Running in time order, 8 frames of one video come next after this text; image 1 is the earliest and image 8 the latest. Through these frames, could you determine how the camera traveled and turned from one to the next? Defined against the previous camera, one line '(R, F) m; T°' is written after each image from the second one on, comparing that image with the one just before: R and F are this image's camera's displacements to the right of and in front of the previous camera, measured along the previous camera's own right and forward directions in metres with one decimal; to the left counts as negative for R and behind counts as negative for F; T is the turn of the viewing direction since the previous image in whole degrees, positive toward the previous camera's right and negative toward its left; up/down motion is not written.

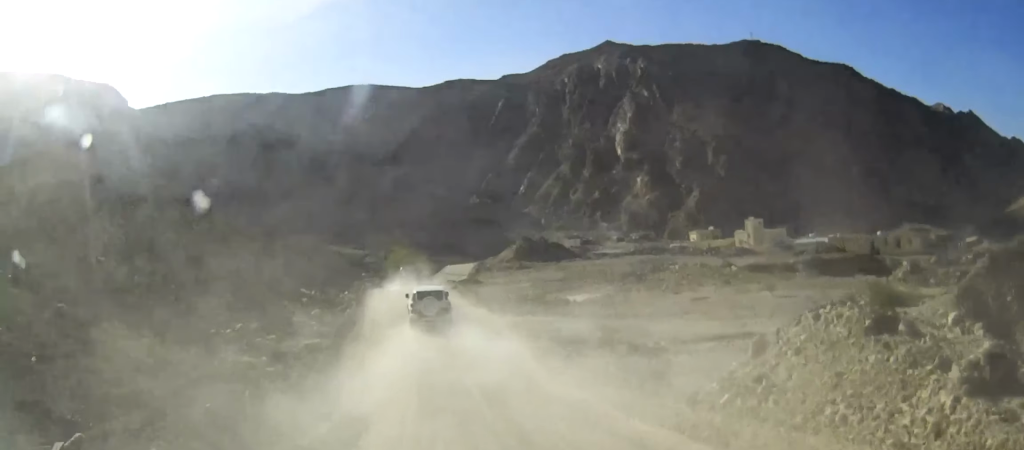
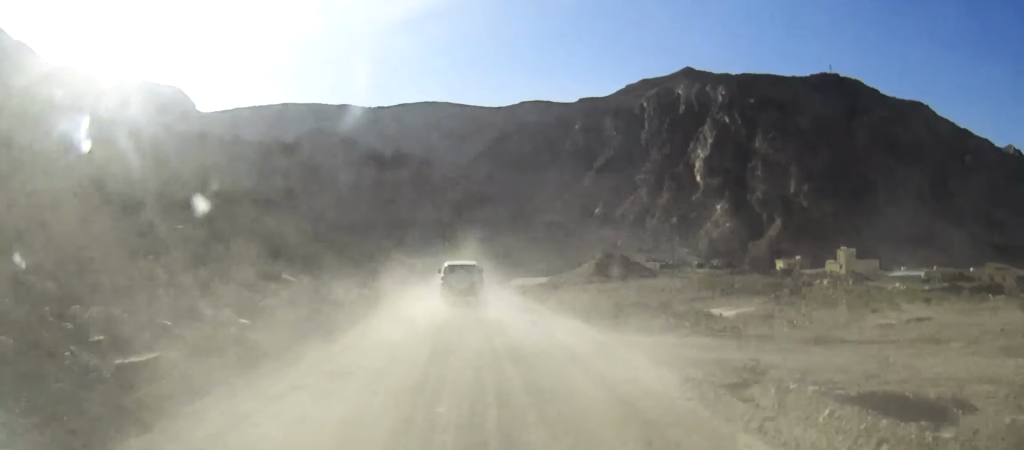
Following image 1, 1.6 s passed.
(-1.0, +16.4) m; -6°
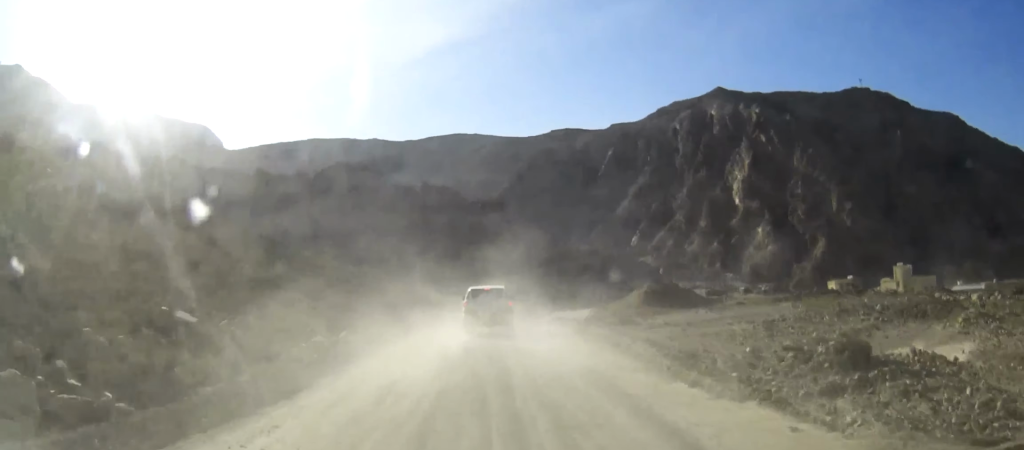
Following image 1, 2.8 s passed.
(-0.4, +11.7) m; -3°
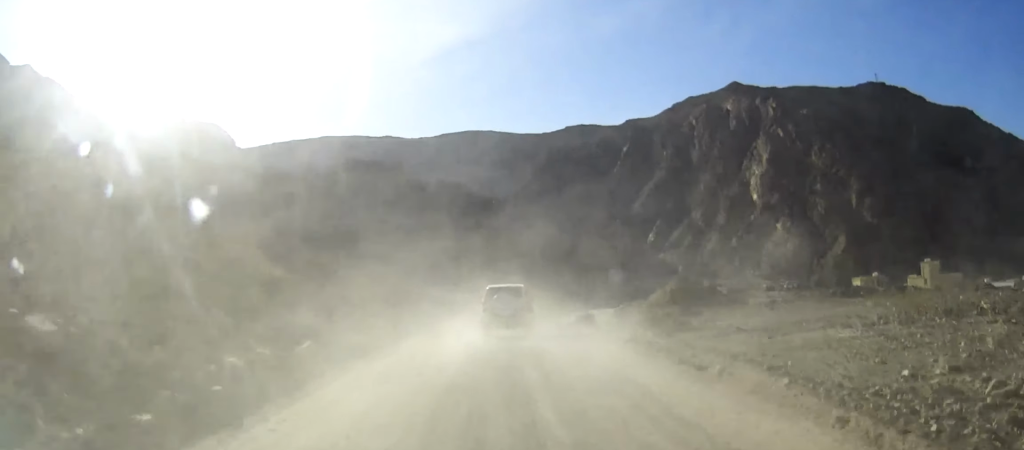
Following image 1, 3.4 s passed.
(-0.1, +6.0) m; -1°
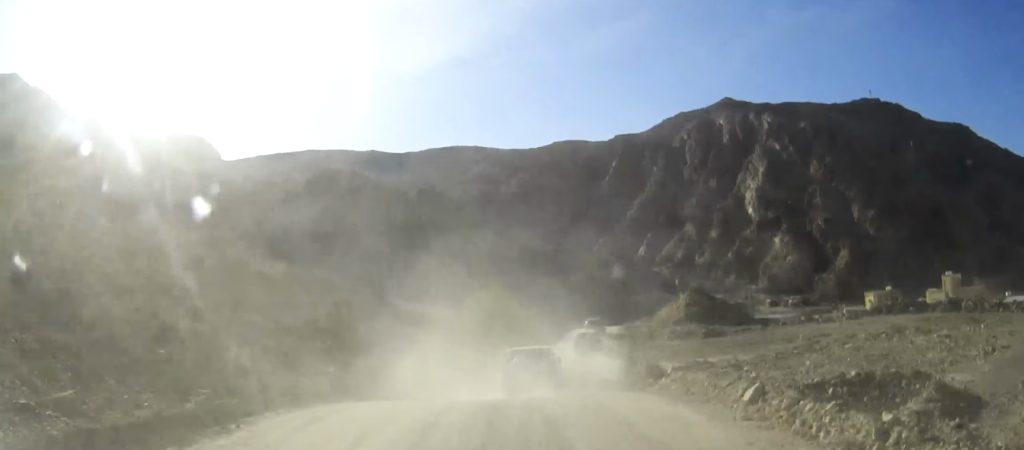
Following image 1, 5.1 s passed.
(0.0, +12.7) m; +1°
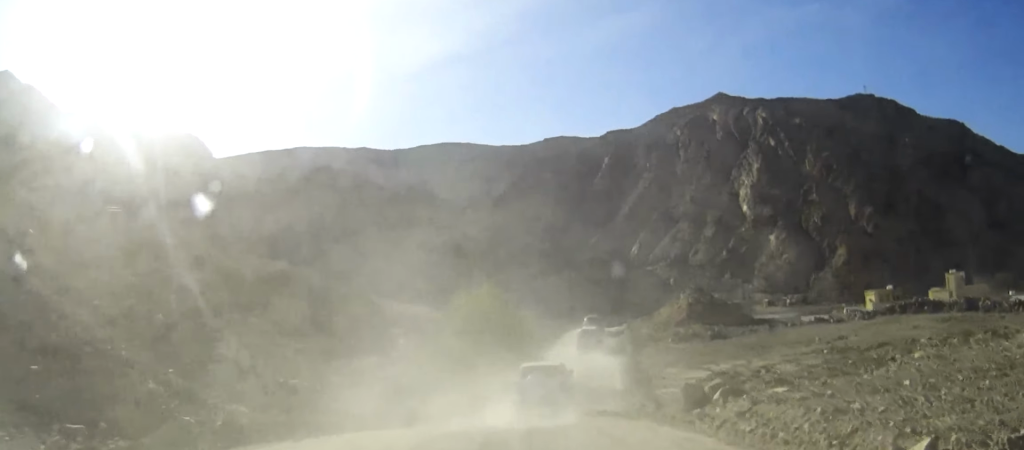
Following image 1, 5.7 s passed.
(0.0, +3.9) m; +1°
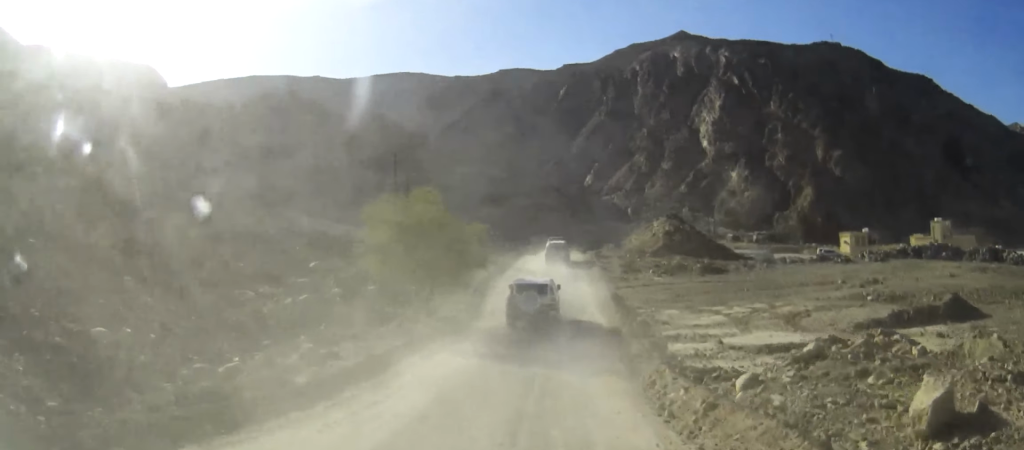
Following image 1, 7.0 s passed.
(+0.1, +8.8) m; +3°
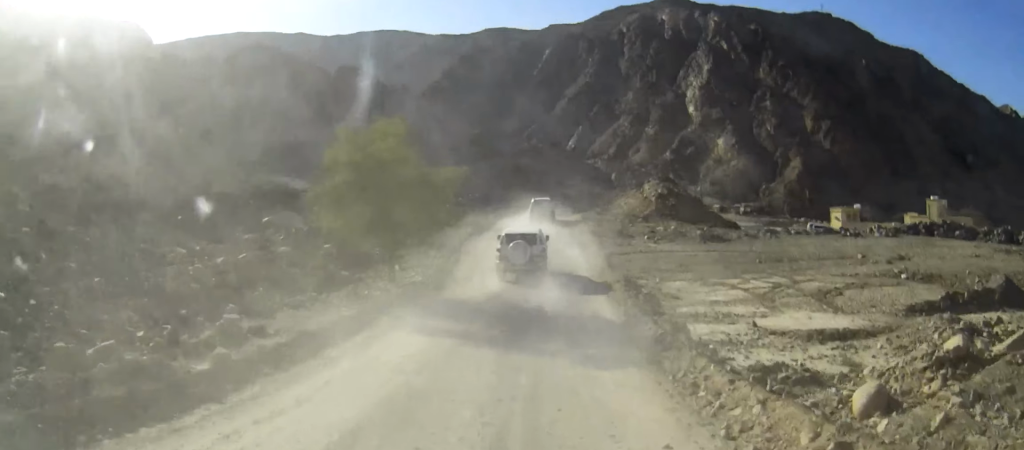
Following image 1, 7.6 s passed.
(+0.1, +4.0) m; +2°
